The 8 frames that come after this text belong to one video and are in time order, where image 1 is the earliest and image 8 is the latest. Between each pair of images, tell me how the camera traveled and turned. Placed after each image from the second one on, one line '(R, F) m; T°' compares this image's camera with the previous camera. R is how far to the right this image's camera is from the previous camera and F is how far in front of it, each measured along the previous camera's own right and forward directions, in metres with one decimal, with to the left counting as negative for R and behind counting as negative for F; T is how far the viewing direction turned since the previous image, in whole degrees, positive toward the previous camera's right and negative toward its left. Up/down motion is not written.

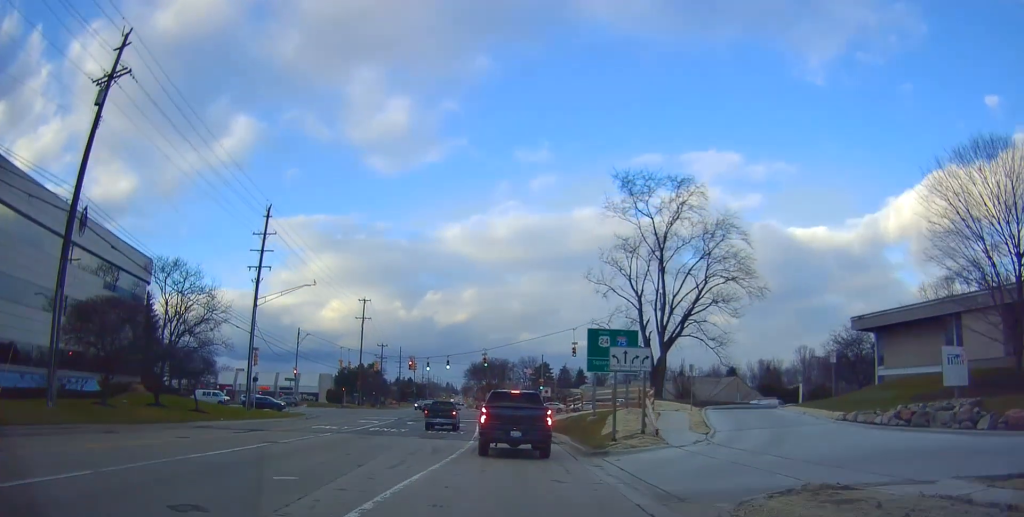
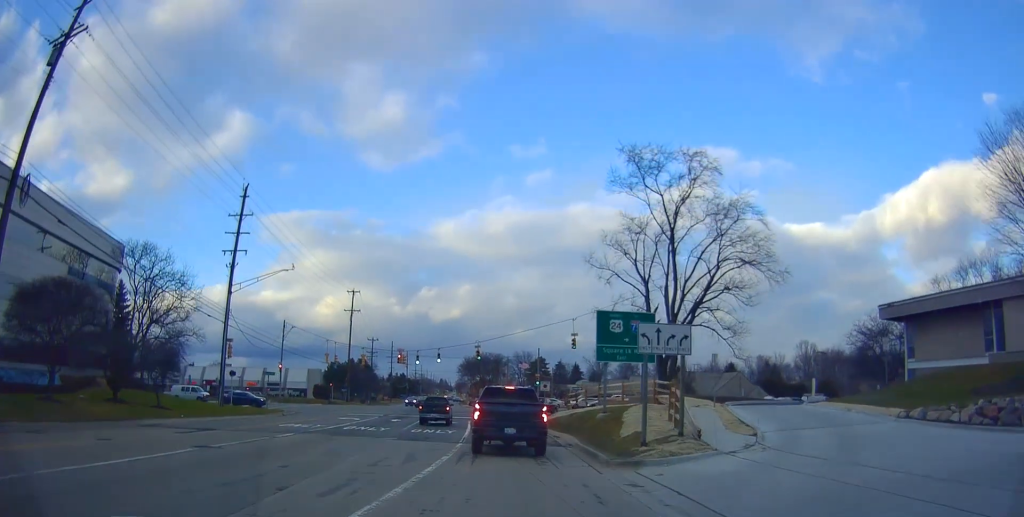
(+0.4, +4.5) m; 0°
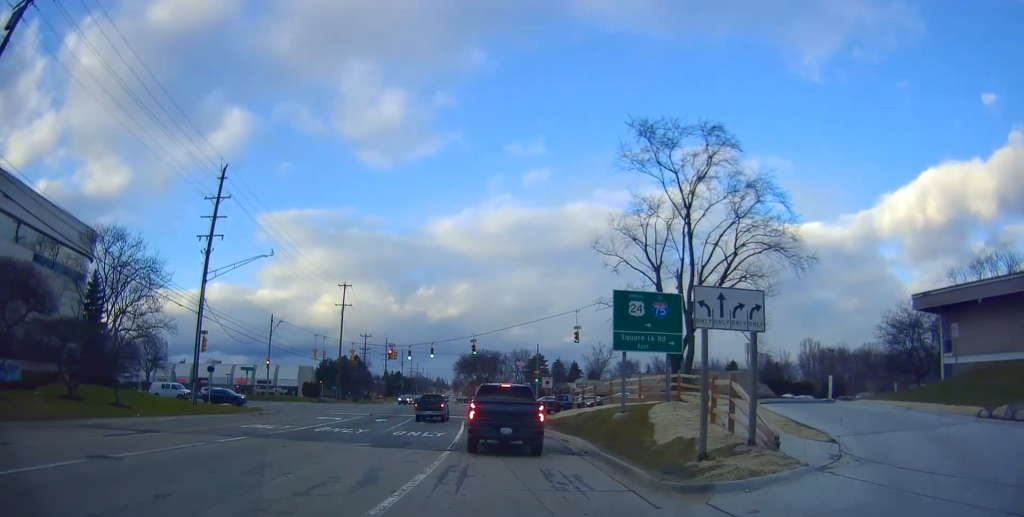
(+0.2, +4.7) m; -1°
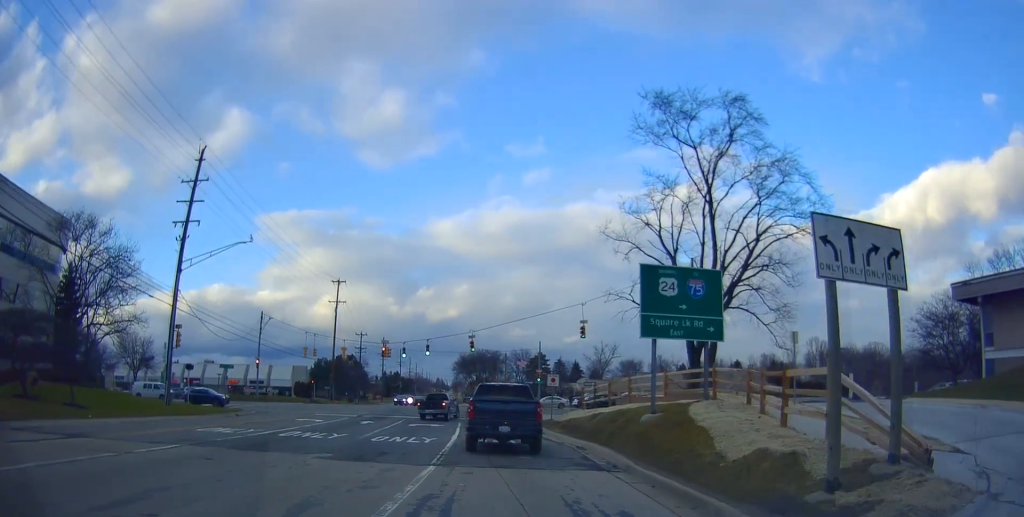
(-0.3, +4.7) m; -3°
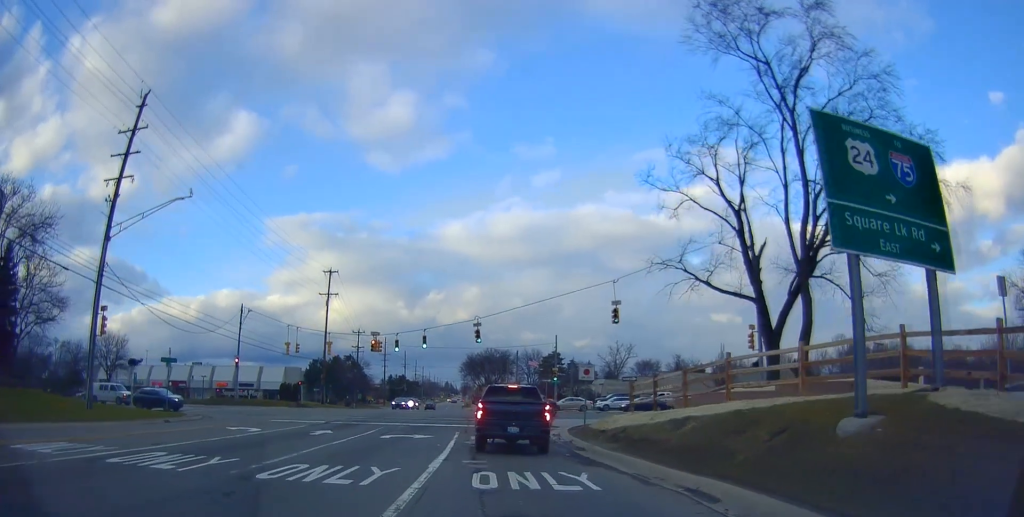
(-0.3, +11.6) m; -2°
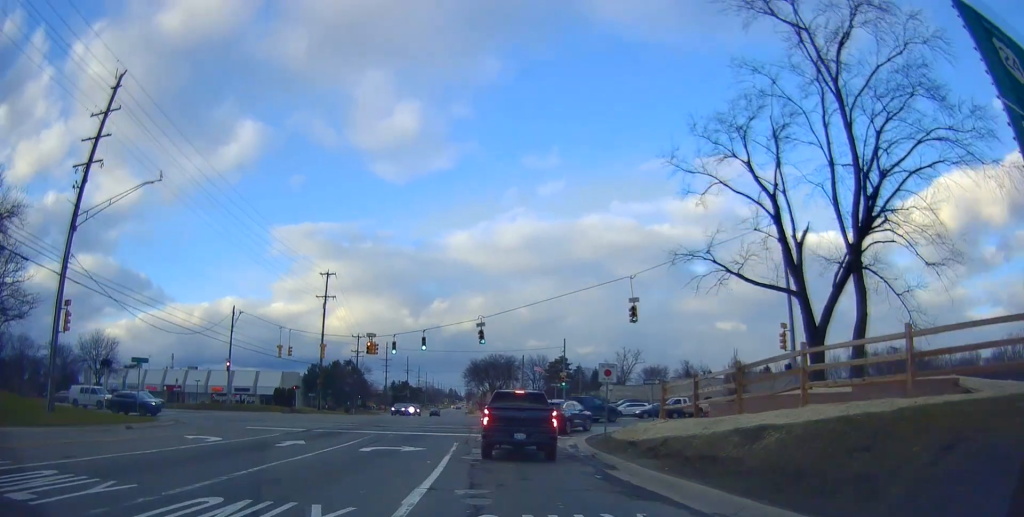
(0.0, +4.1) m; 0°
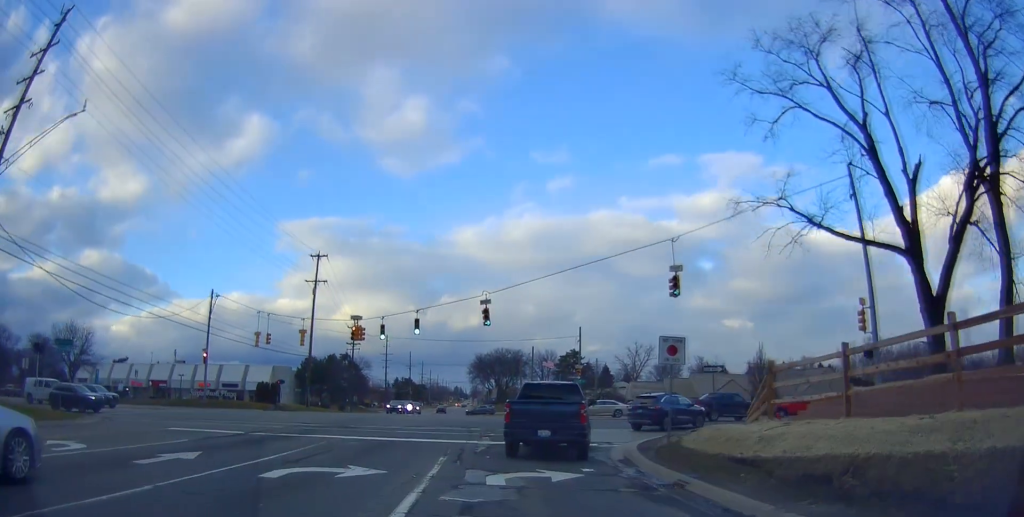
(0.0, +7.8) m; 0°
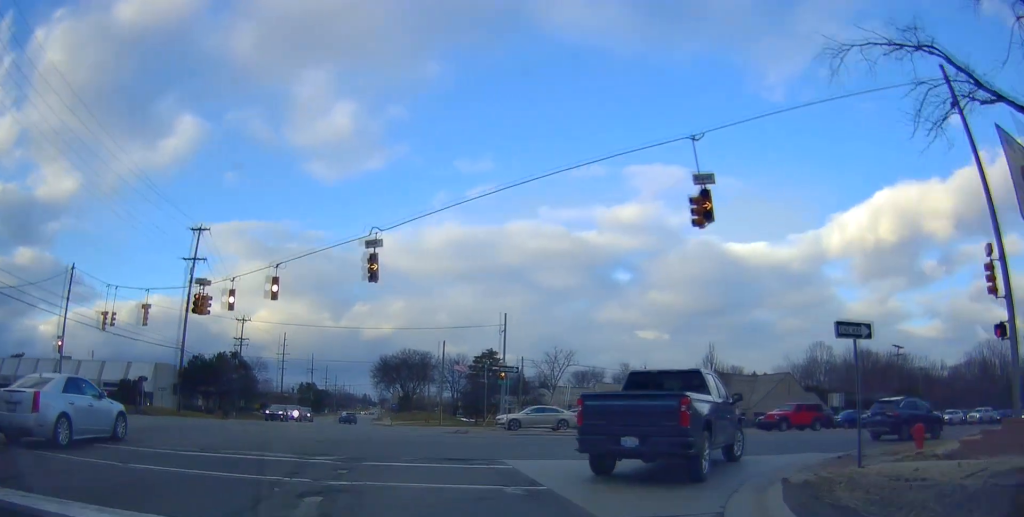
(+0.3, +13.5) m; +10°
